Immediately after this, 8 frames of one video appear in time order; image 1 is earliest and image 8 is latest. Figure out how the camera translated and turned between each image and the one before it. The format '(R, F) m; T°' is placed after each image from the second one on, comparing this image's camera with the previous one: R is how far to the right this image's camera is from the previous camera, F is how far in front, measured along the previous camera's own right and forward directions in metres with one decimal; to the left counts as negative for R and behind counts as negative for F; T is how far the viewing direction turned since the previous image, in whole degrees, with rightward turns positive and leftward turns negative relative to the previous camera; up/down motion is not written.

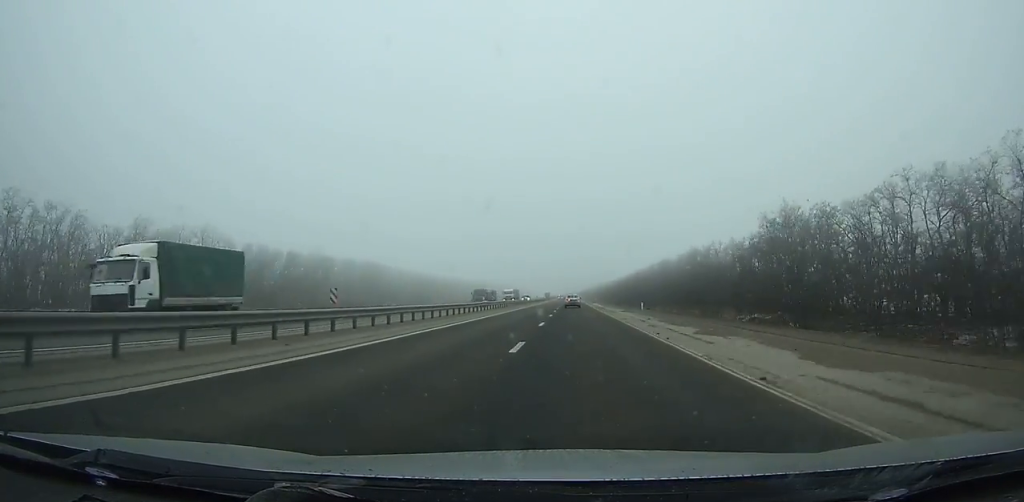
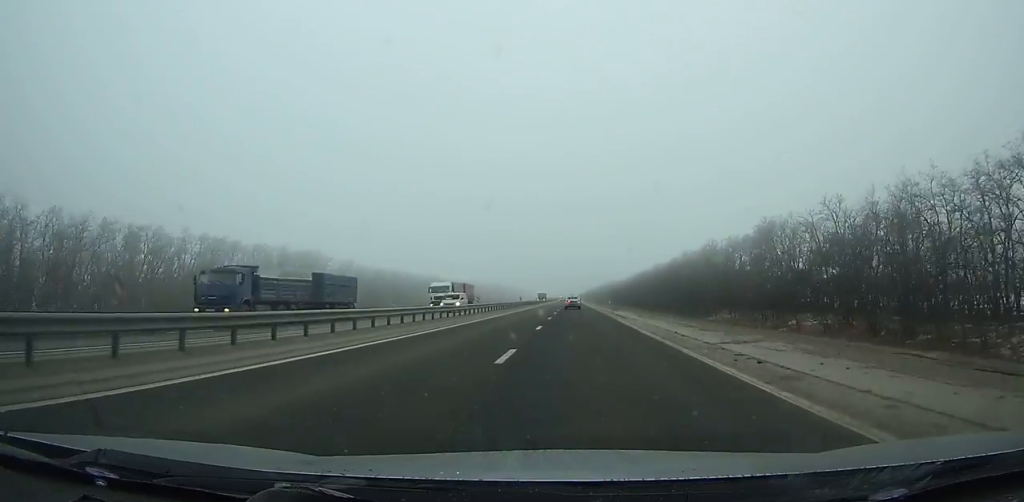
(+0.1, +49.6) m; 0°
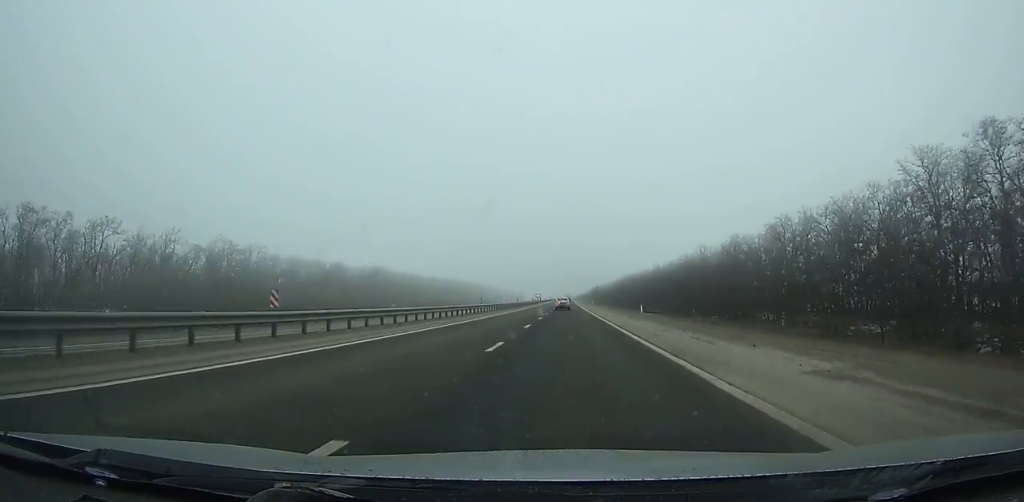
(+0.3, +153.2) m; 0°
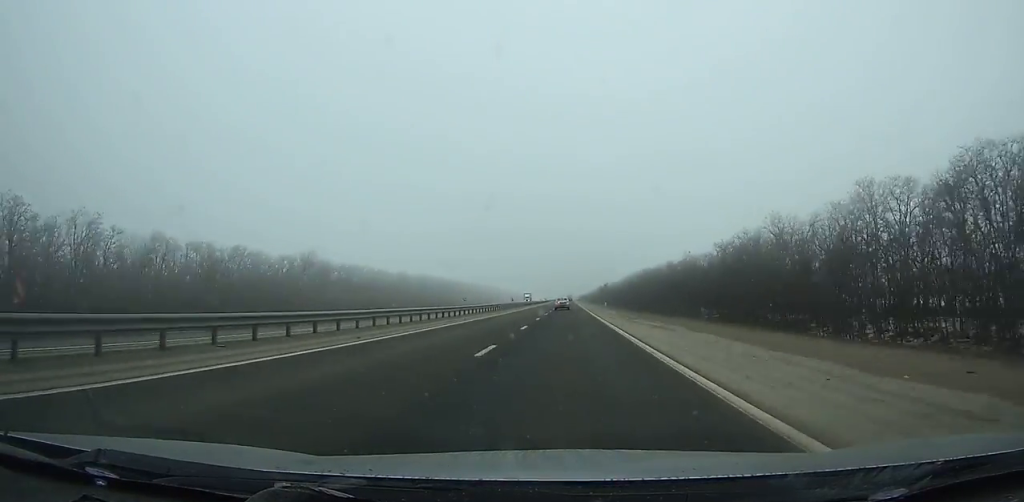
(-0.1, +48.5) m; 0°
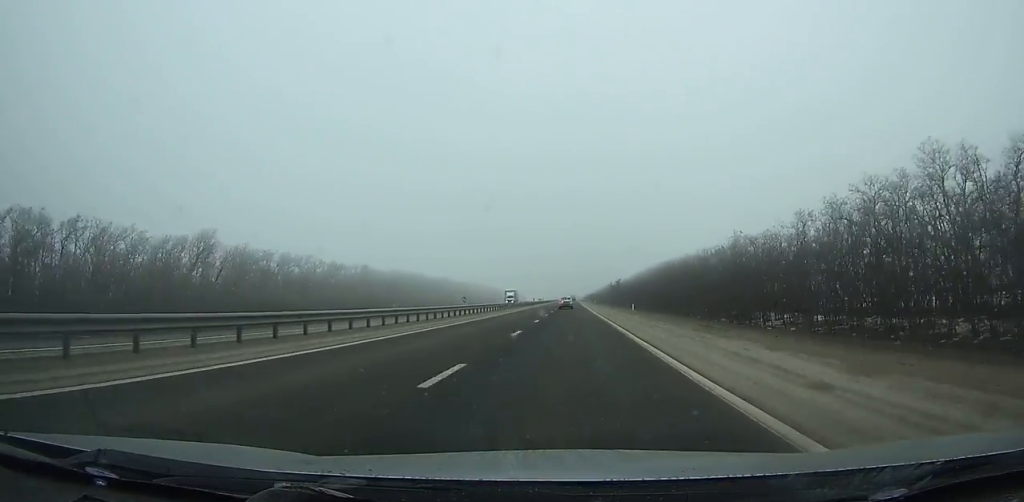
(0.0, +39.3) m; 0°
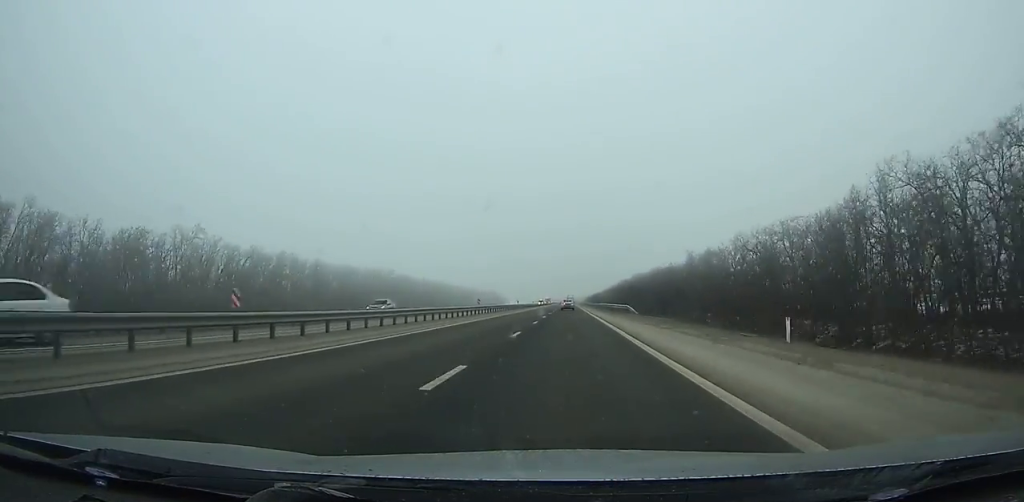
(+0.6, +192.4) m; 0°
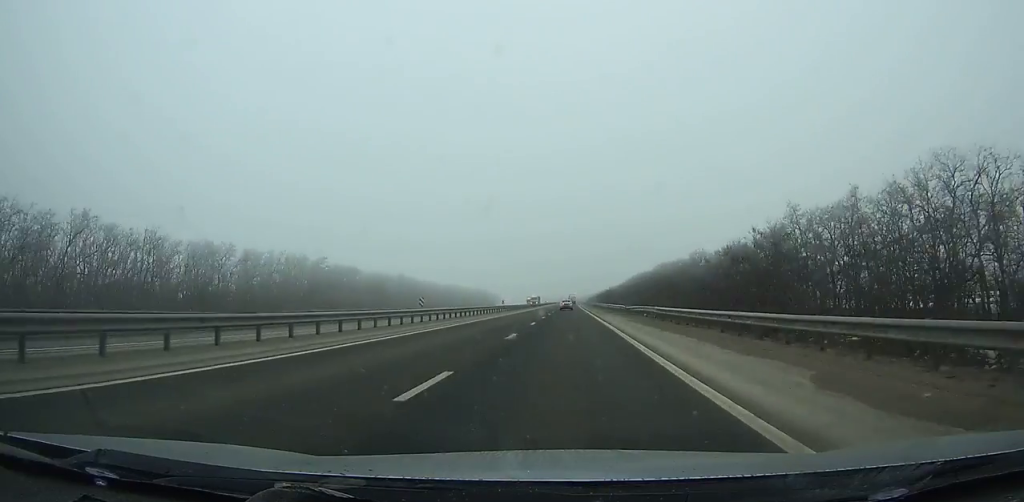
(0.0, +60.1) m; 0°
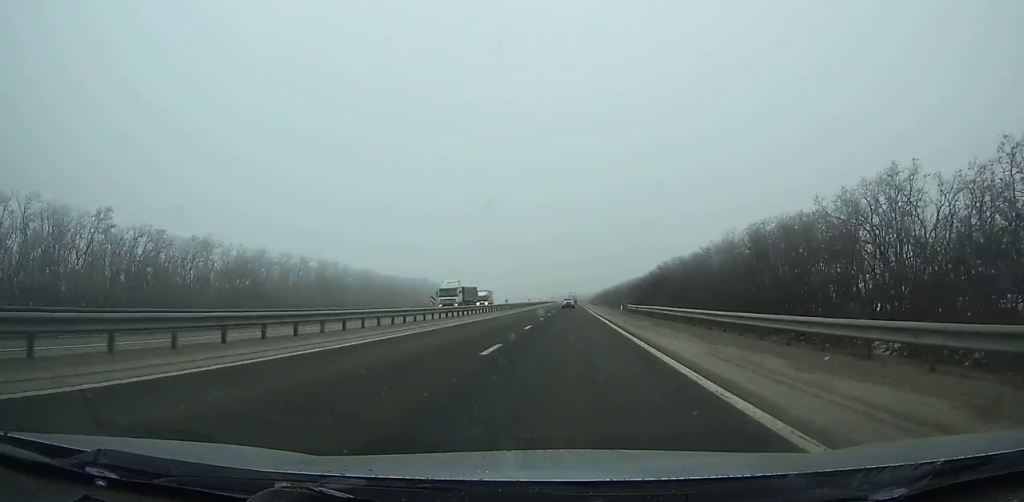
(-0.2, +78.8) m; 0°
